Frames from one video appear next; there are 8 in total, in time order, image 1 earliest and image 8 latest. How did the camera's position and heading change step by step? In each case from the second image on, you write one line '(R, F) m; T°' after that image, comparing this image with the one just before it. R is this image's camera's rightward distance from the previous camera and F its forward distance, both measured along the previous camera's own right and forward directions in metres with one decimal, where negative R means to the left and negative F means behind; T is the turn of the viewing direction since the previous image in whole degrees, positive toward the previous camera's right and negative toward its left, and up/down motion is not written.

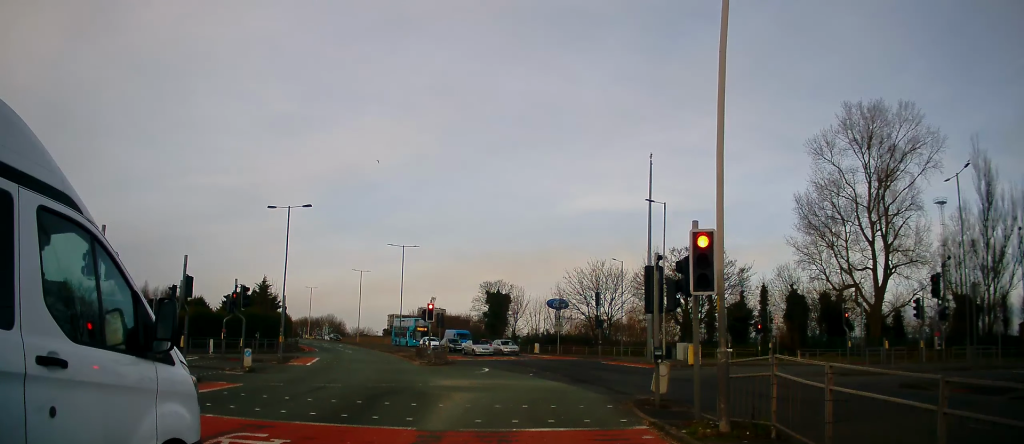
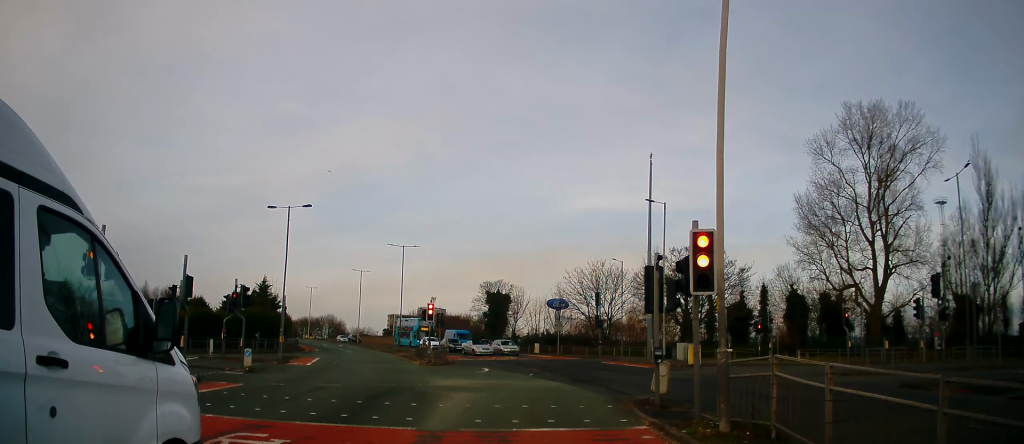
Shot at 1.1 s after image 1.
(0.0, 0.0) m; 0°
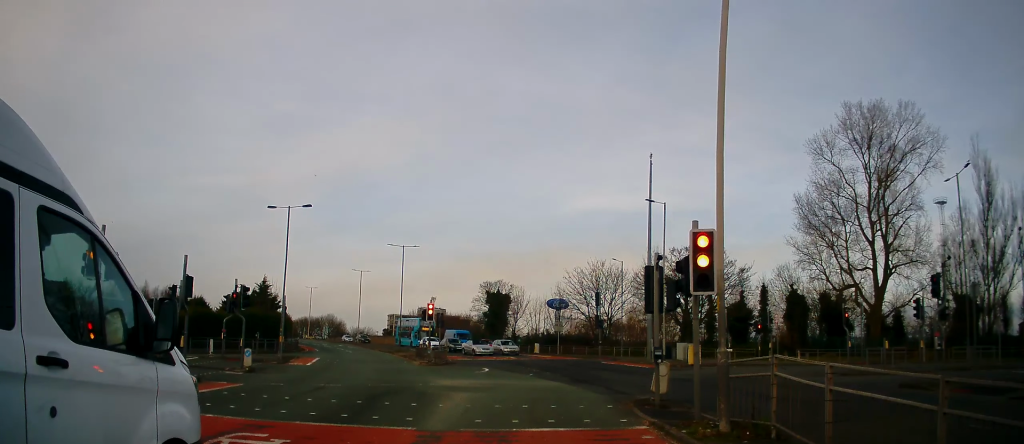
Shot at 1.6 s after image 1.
(0.0, 0.0) m; 0°
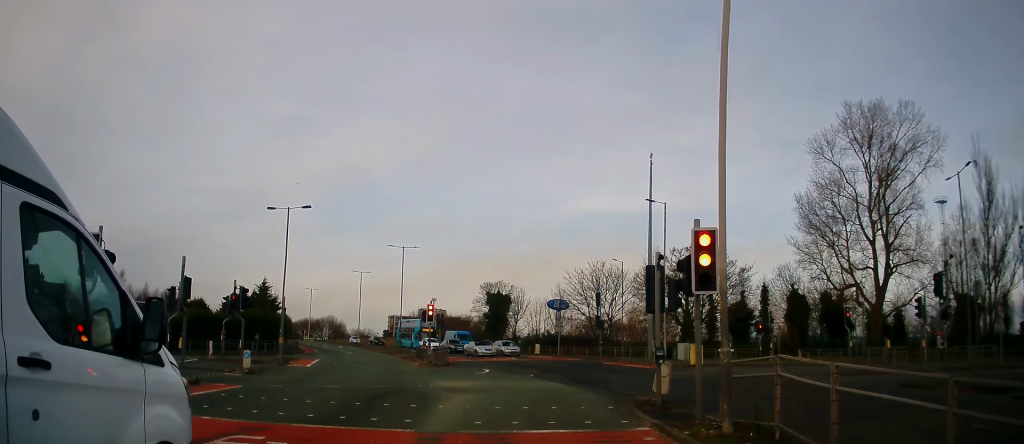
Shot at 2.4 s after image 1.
(0.0, 0.0) m; 0°
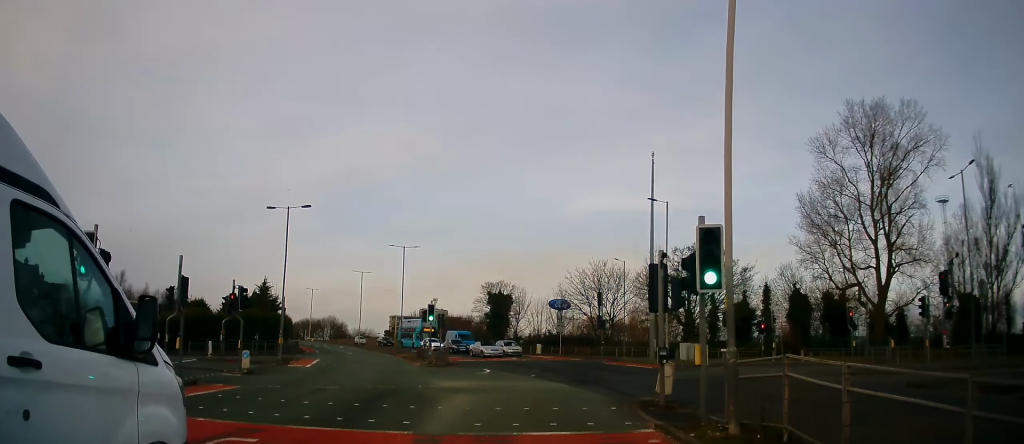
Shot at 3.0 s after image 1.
(0.0, +0.2) m; 0°
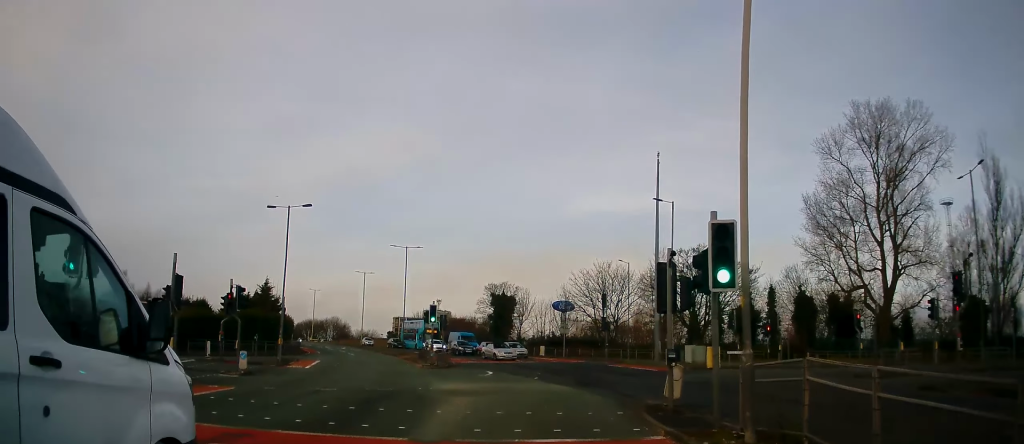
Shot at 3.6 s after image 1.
(-0.1, +0.3) m; 0°
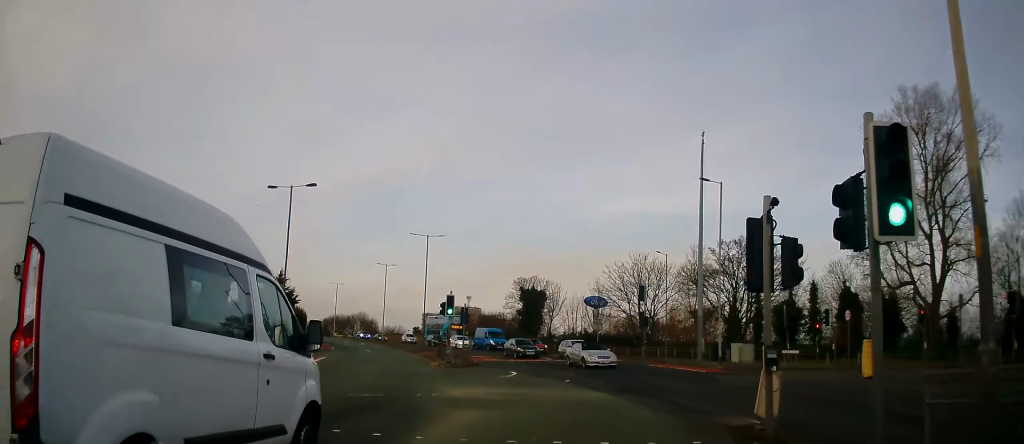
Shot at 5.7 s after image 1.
(-0.5, +3.4) m; -2°
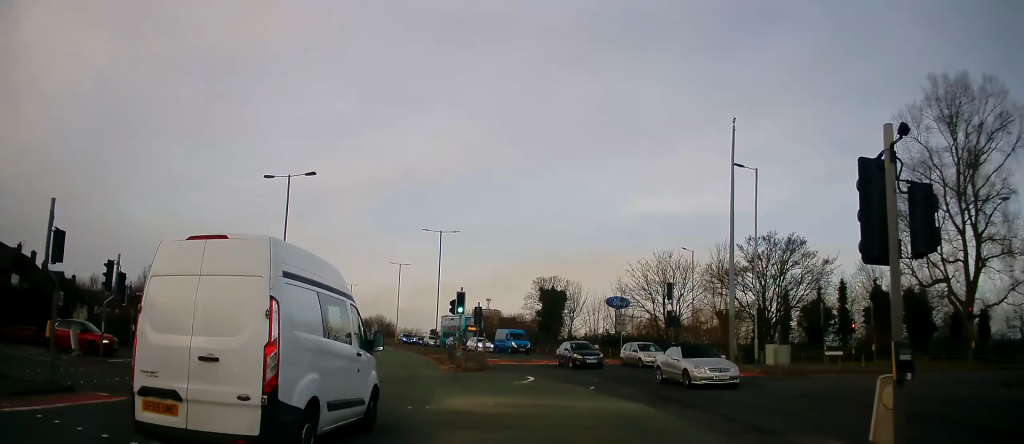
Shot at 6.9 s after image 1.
(+0.2, +3.0) m; -3°
